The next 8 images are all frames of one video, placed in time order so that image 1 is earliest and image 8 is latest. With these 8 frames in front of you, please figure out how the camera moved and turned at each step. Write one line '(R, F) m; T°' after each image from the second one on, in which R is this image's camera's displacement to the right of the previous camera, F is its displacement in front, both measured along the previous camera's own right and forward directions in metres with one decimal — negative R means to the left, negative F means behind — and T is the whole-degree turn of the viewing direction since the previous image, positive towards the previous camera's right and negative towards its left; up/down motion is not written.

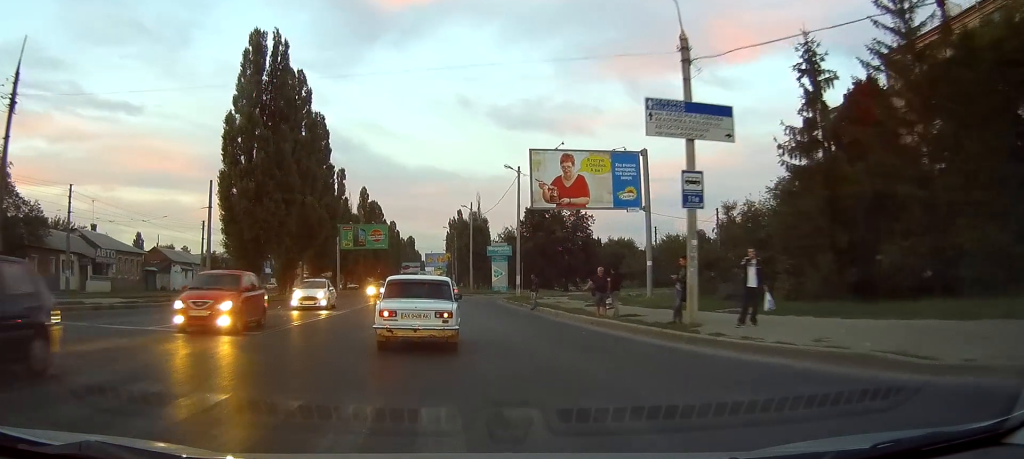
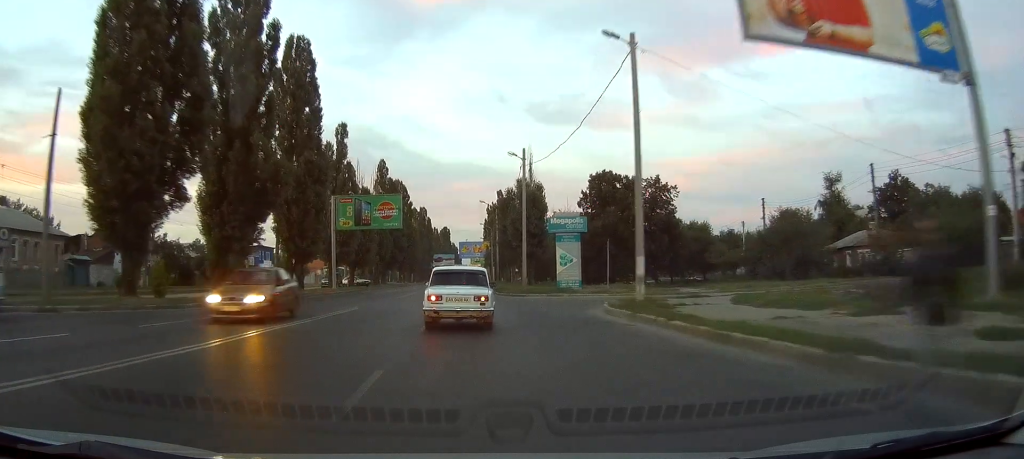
(-0.8, +24.8) m; -2°
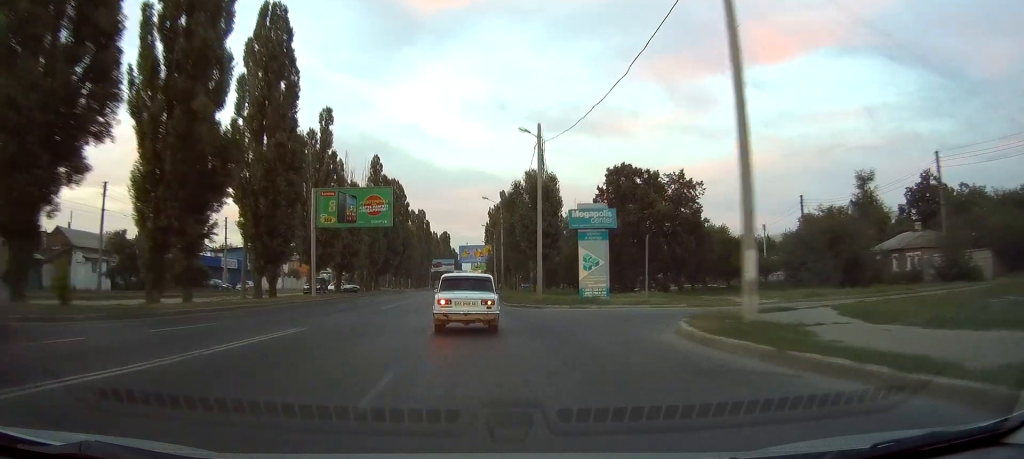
(+0.1, +8.5) m; +1°
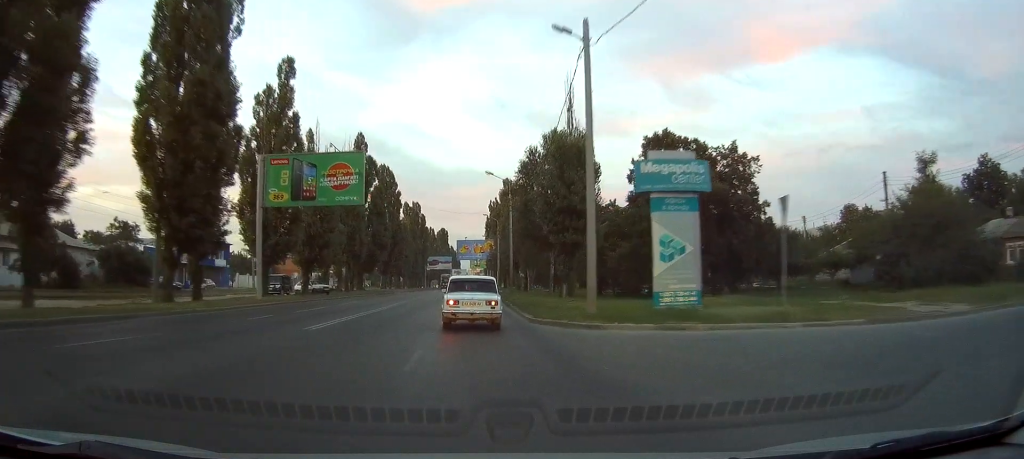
(+0.1, +14.1) m; +1°
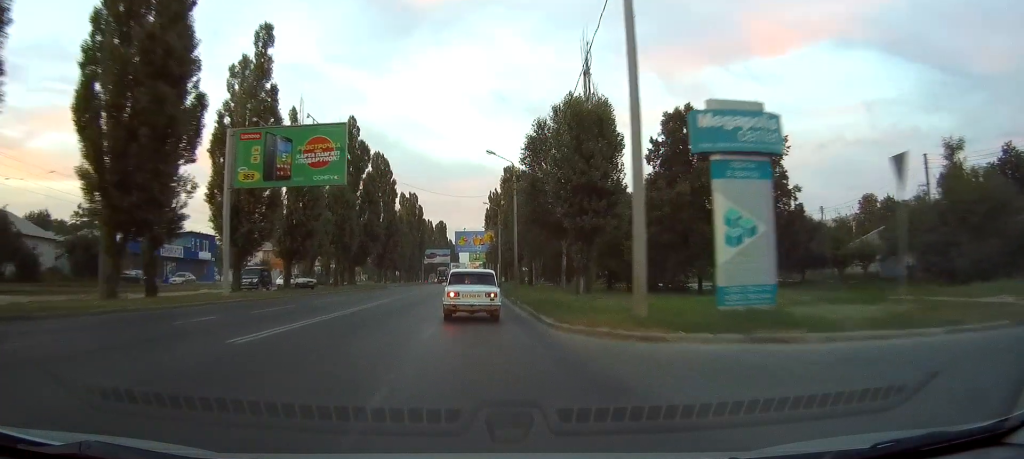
(0.0, +5.5) m; 0°
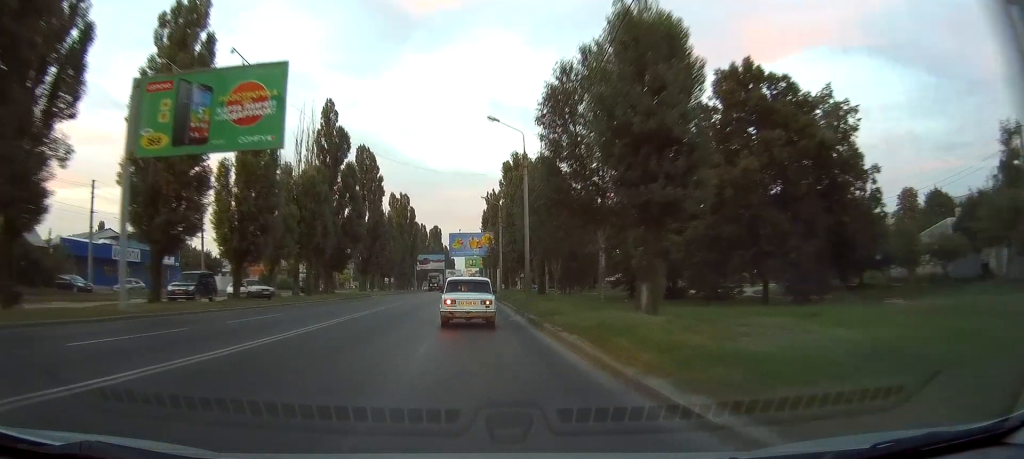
(+0.1, +10.9) m; -1°
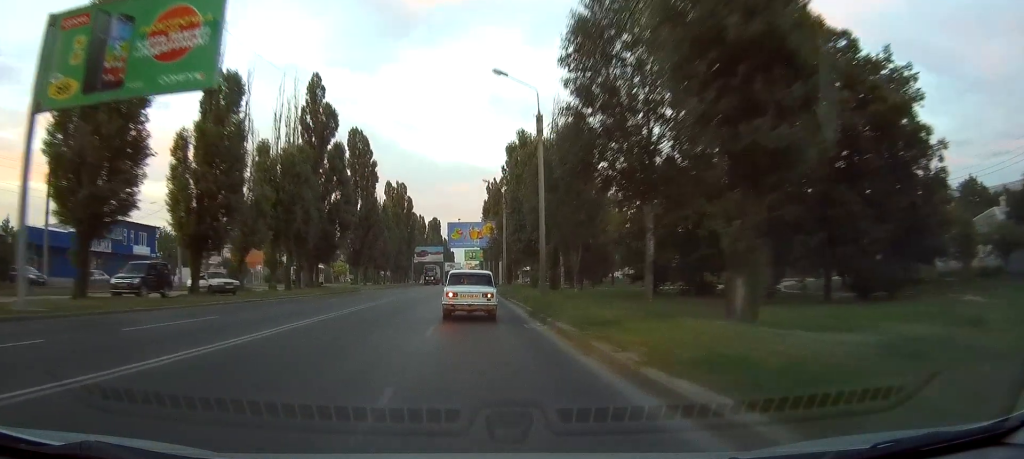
(-0.1, +6.8) m; -1°
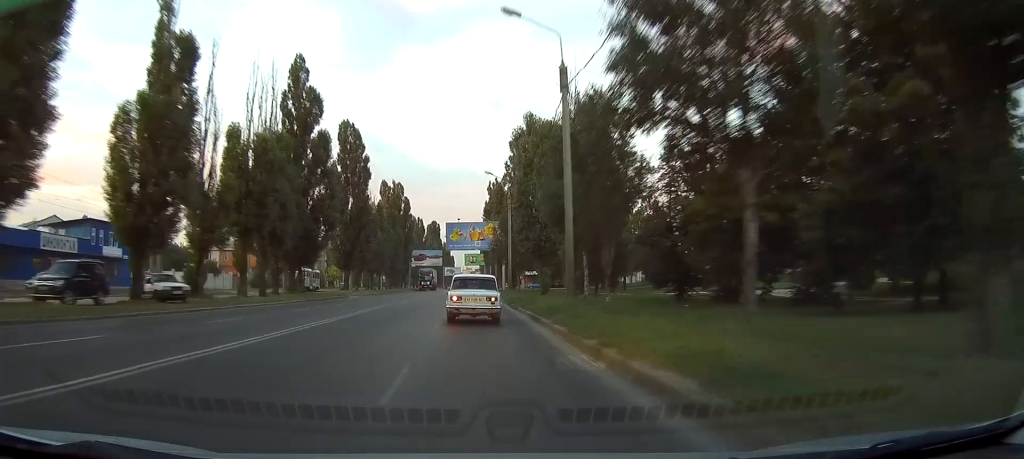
(-0.1, +6.9) m; -1°
